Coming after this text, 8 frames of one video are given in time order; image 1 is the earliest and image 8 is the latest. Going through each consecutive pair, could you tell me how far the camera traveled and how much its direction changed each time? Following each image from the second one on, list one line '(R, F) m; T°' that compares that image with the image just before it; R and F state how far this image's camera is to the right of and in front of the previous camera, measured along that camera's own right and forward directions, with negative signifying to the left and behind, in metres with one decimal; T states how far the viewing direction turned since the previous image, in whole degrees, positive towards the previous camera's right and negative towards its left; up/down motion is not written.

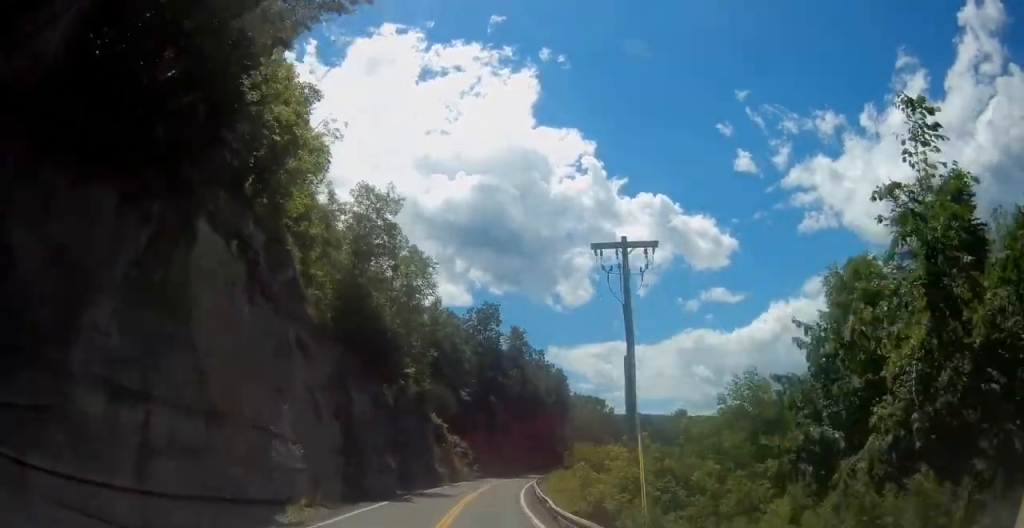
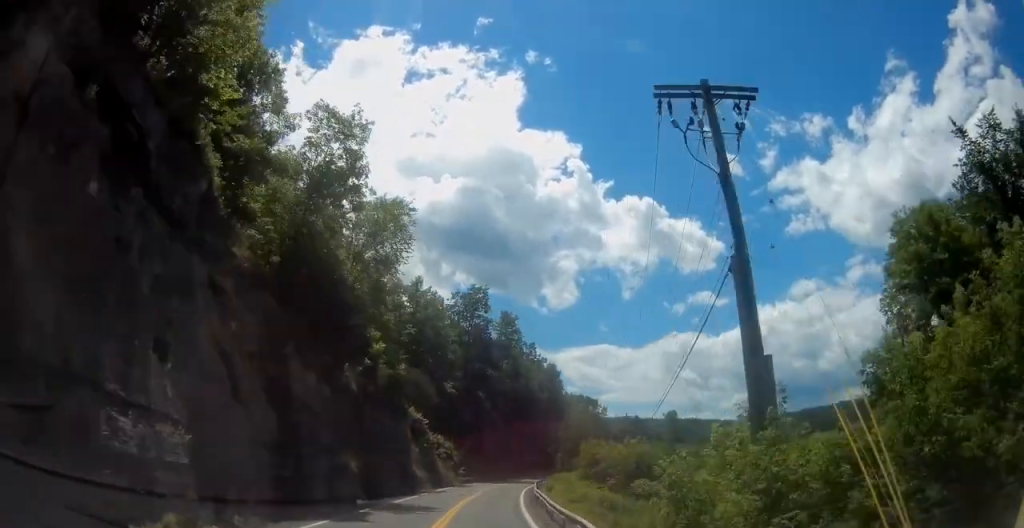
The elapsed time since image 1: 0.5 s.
(0.0, +9.7) m; +1°
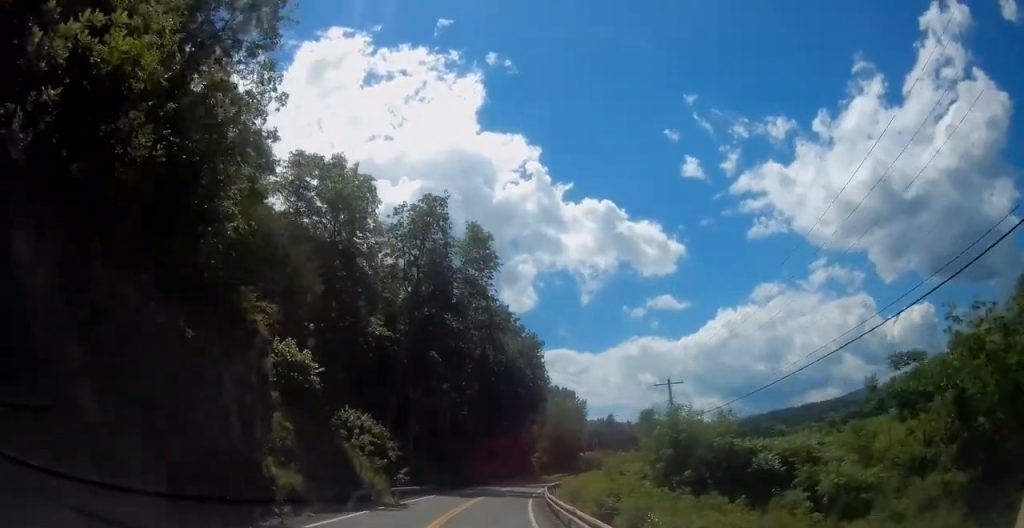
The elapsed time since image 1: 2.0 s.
(+0.8, +28.4) m; +3°
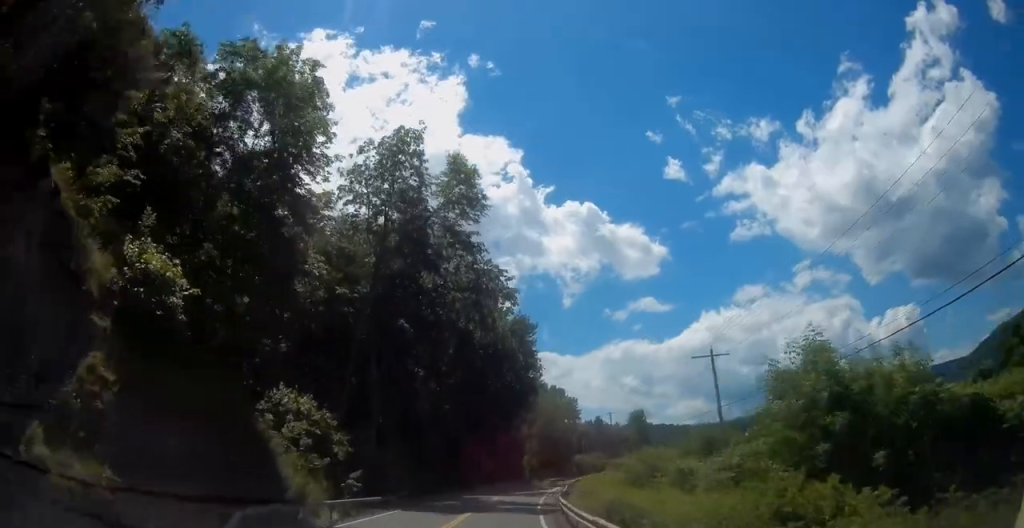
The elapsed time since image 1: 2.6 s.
(+0.1, +11.8) m; +1°
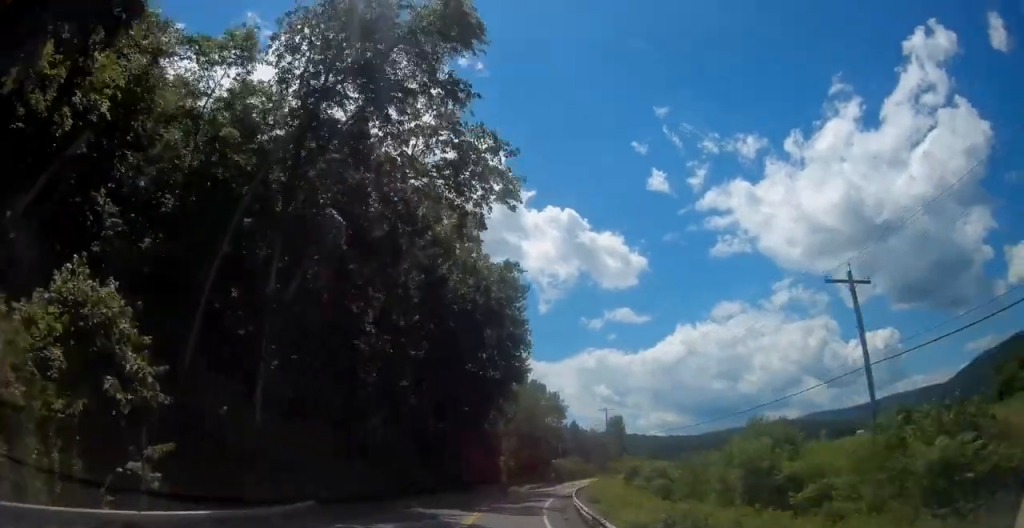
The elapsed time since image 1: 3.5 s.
(+0.3, +16.6) m; +4°
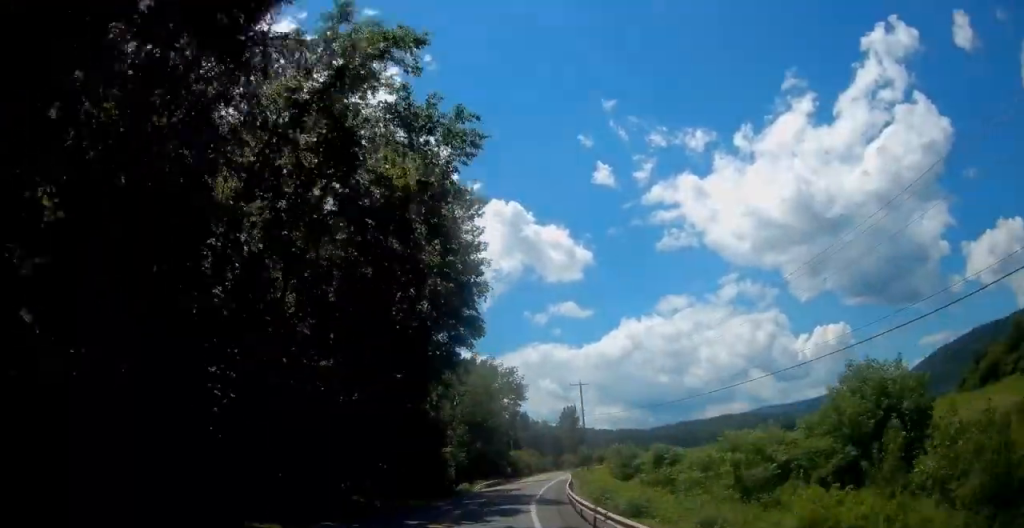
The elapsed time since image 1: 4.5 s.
(+0.9, +17.3) m; +4°
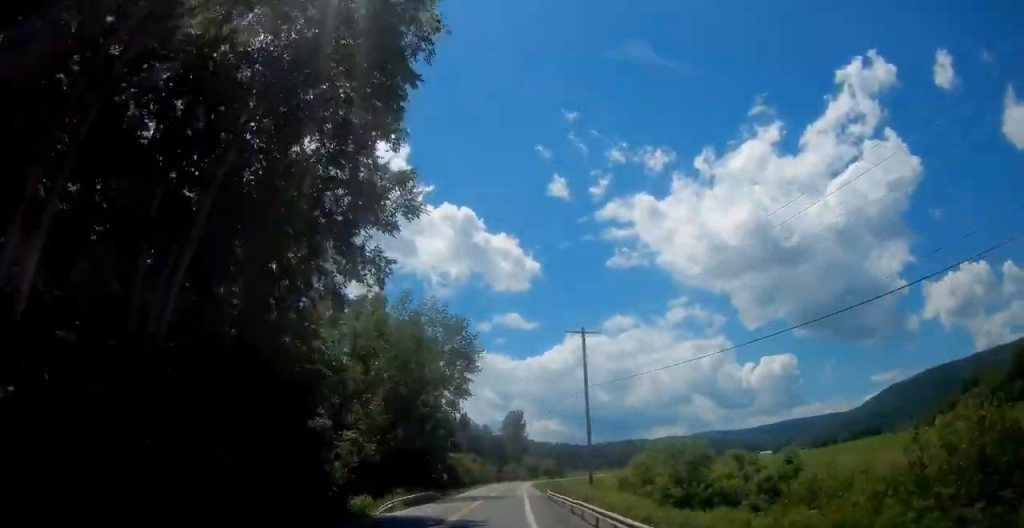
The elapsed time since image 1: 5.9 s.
(+1.5, +27.9) m; +7°
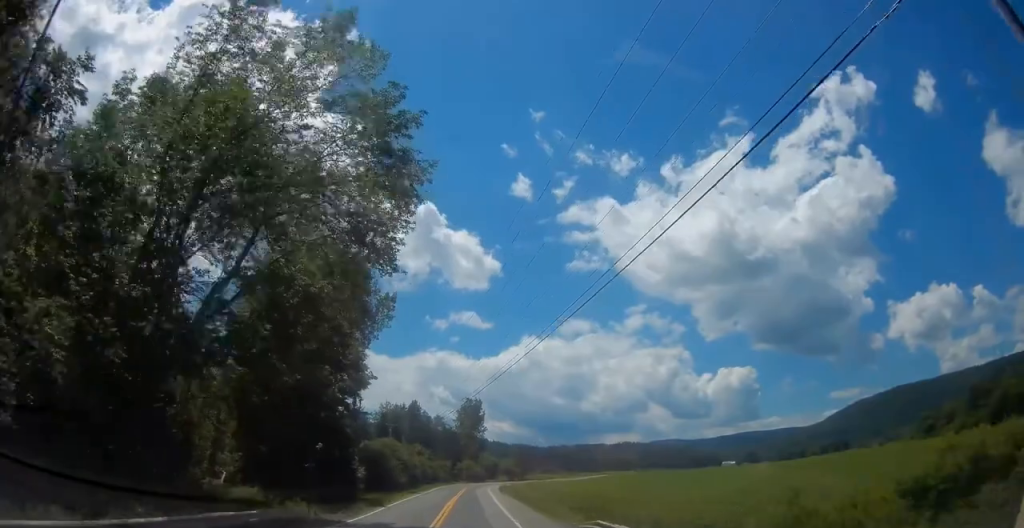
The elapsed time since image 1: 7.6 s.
(+1.6, +33.1) m; +5°
